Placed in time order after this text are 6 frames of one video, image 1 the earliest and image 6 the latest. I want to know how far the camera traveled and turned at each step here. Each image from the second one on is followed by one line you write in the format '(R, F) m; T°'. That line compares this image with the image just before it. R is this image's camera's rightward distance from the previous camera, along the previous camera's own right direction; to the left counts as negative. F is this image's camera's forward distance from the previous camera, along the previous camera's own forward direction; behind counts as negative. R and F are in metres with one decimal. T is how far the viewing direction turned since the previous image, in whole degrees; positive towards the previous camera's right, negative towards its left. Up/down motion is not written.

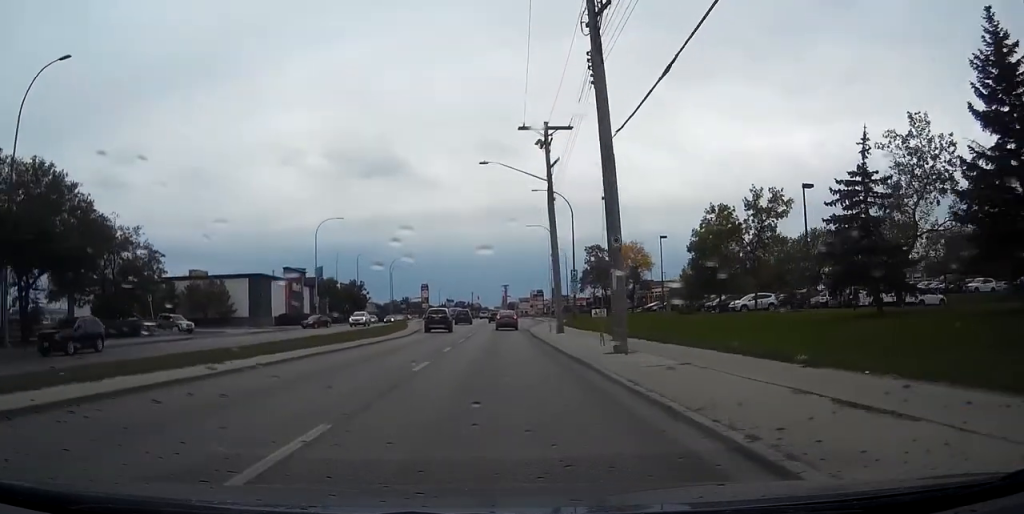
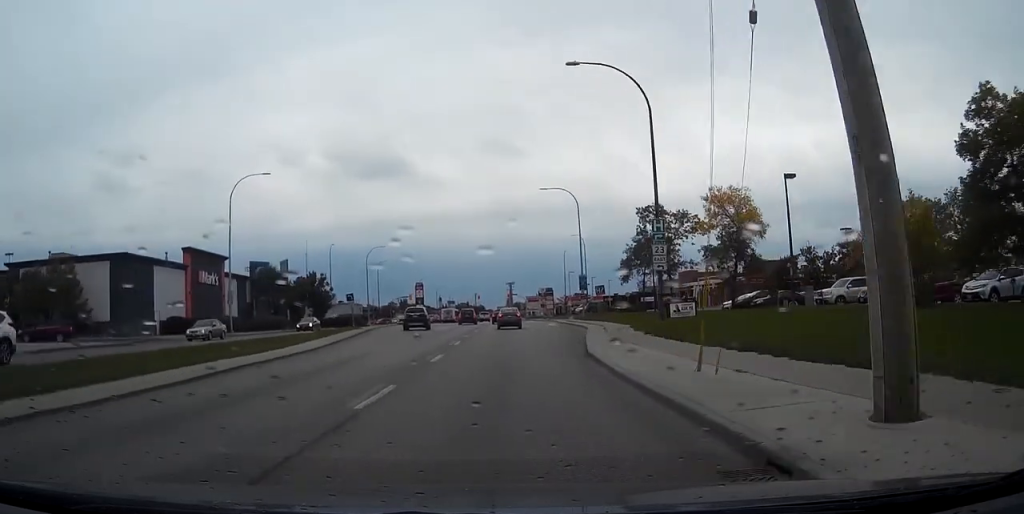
(0.0, +34.6) m; 0°
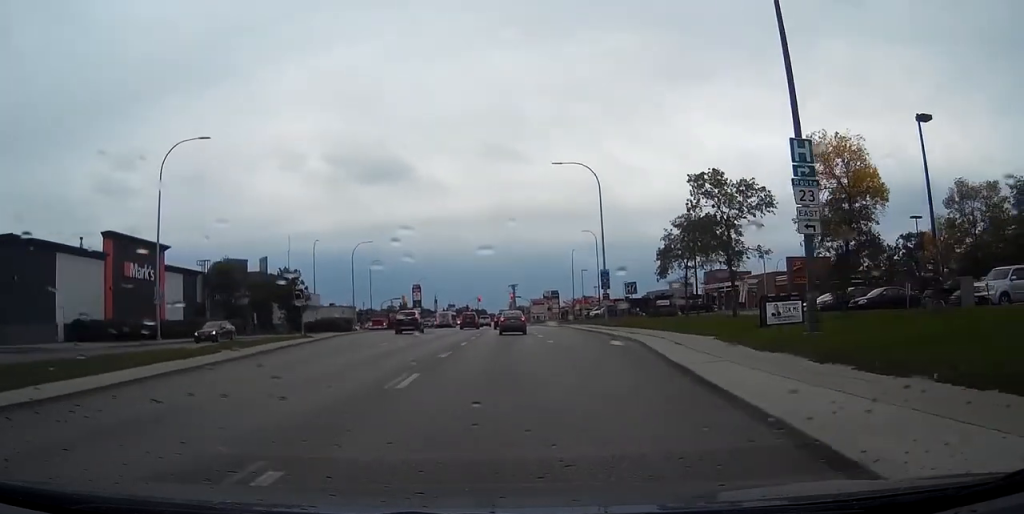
(0.0, +15.8) m; -1°
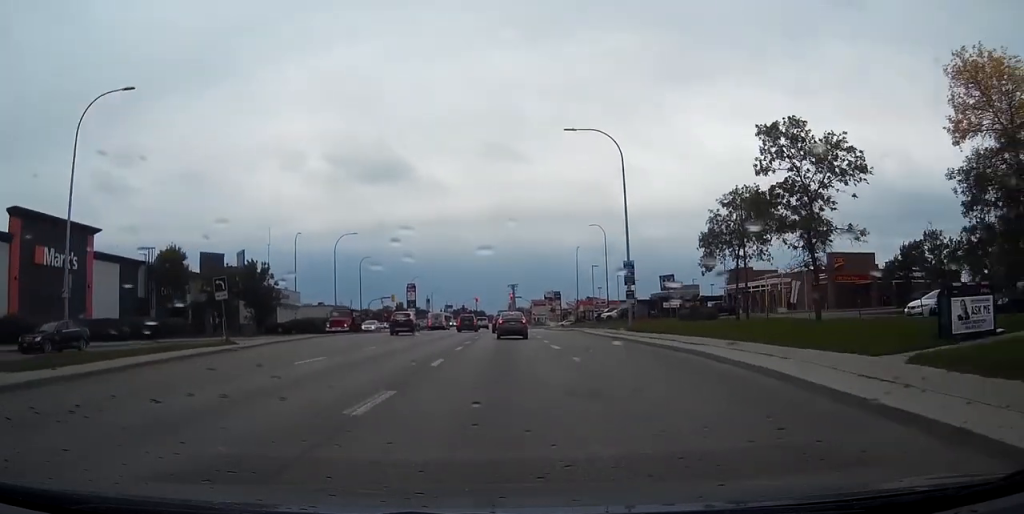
(-0.2, +12.5) m; -1°
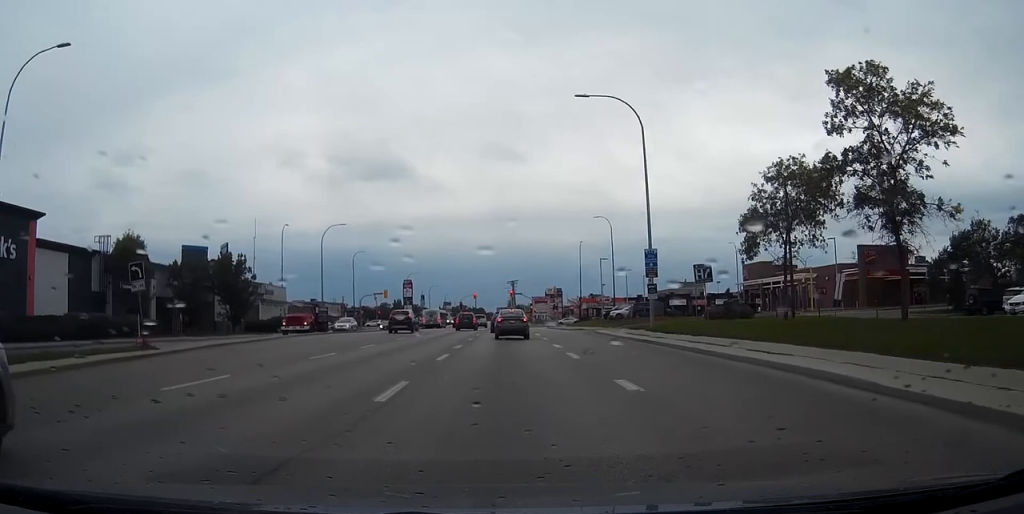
(0.0, +7.7) m; 0°
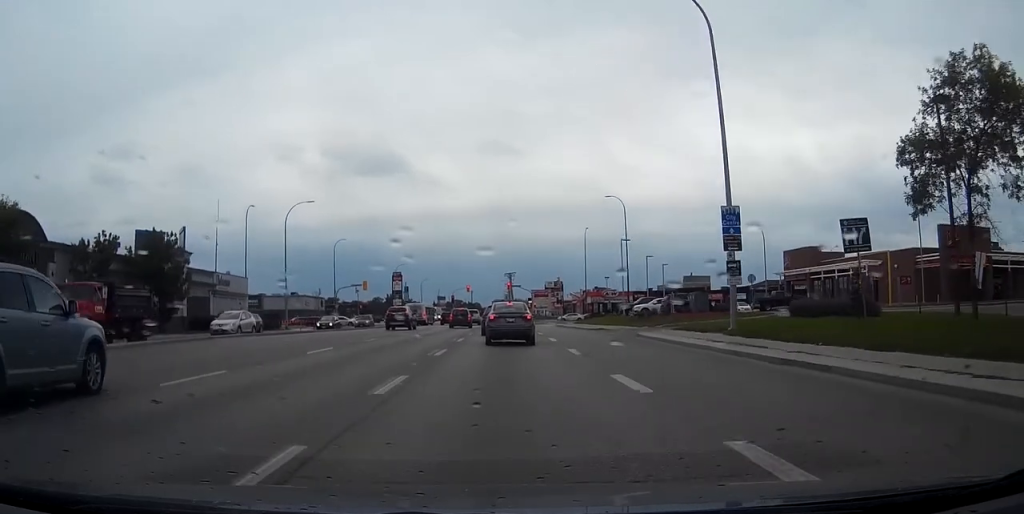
(+0.2, +16.0) m; +1°
